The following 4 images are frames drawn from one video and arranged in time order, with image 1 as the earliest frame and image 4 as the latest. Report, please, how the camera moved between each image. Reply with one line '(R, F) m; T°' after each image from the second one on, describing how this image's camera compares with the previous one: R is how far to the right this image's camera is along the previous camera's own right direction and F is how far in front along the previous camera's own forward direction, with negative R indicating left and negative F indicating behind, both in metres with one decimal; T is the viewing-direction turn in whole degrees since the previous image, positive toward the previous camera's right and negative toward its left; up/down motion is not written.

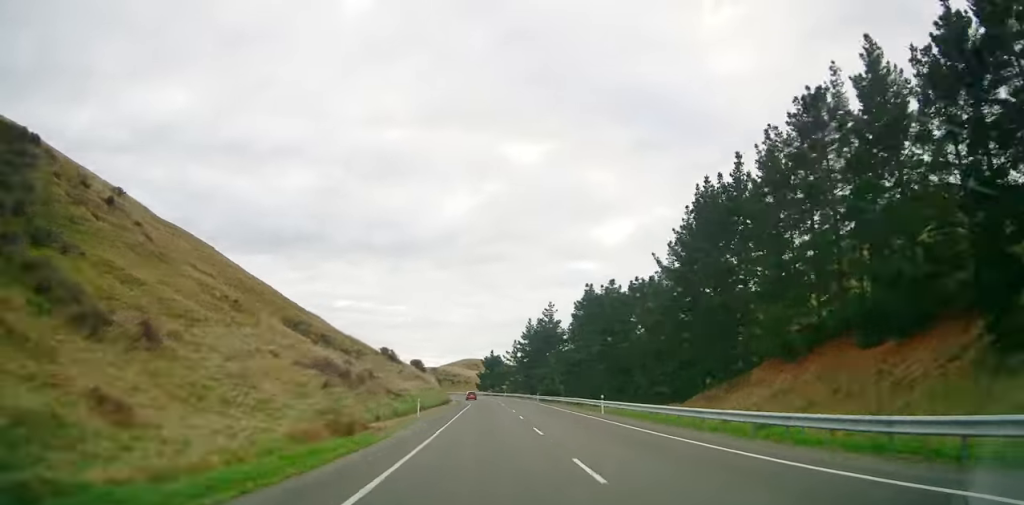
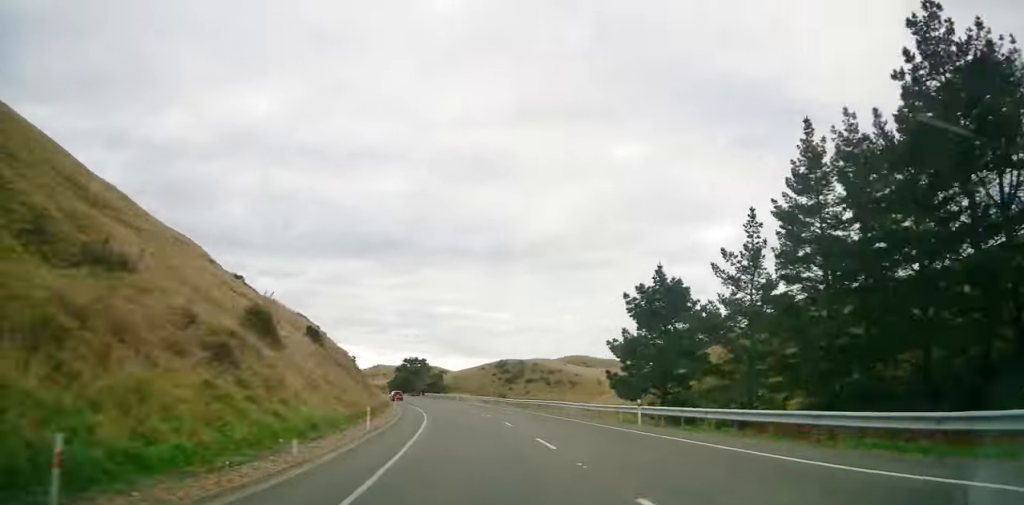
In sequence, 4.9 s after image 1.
(-7.4, +112.5) m; -14°
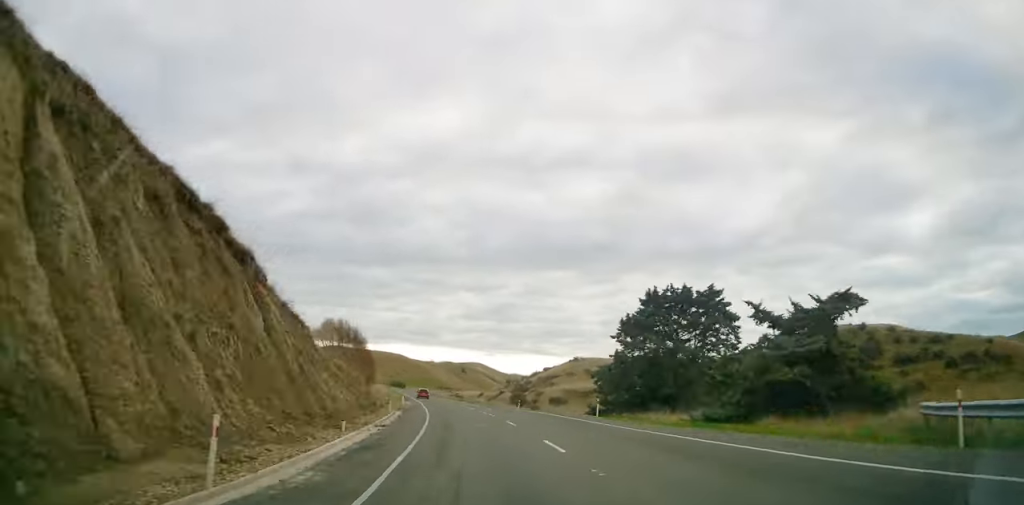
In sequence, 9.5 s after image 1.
(-16.9, +99.0) m; -16°
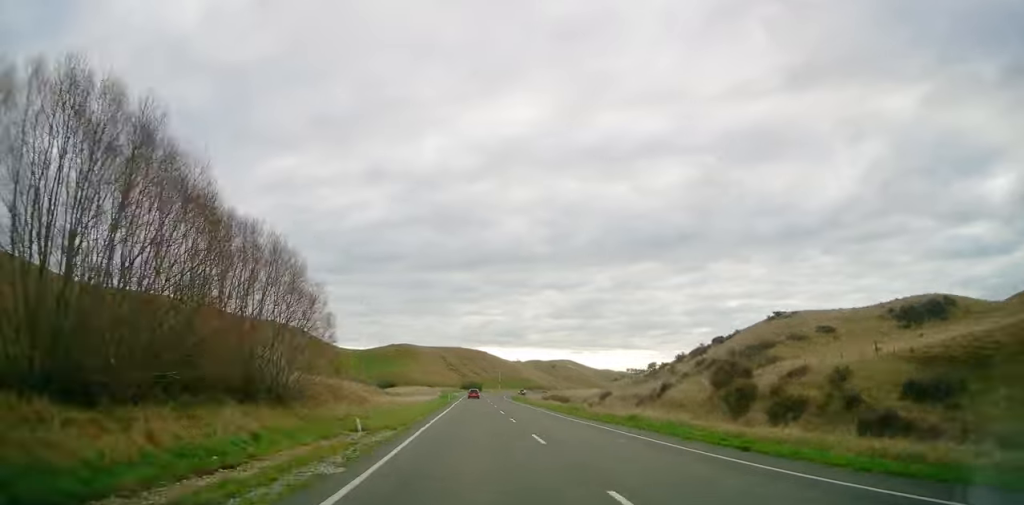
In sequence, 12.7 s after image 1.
(-7.4, +71.4) m; -6°
